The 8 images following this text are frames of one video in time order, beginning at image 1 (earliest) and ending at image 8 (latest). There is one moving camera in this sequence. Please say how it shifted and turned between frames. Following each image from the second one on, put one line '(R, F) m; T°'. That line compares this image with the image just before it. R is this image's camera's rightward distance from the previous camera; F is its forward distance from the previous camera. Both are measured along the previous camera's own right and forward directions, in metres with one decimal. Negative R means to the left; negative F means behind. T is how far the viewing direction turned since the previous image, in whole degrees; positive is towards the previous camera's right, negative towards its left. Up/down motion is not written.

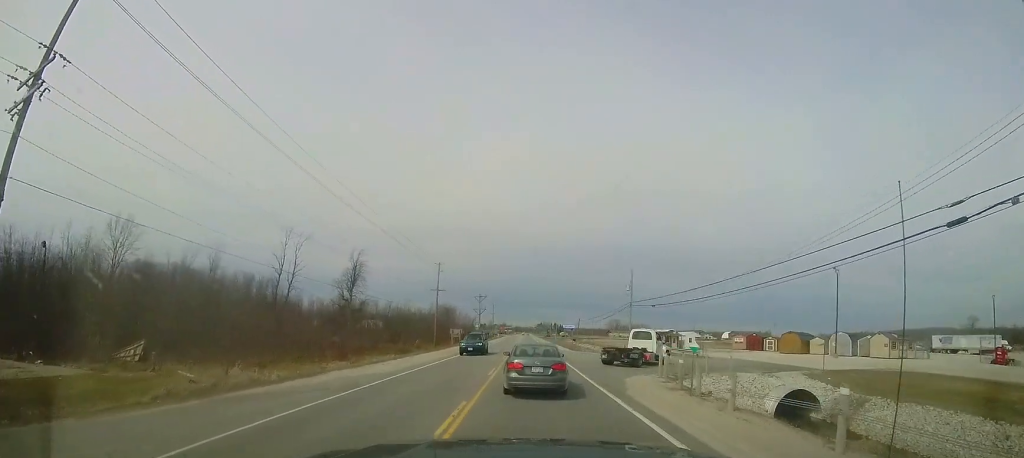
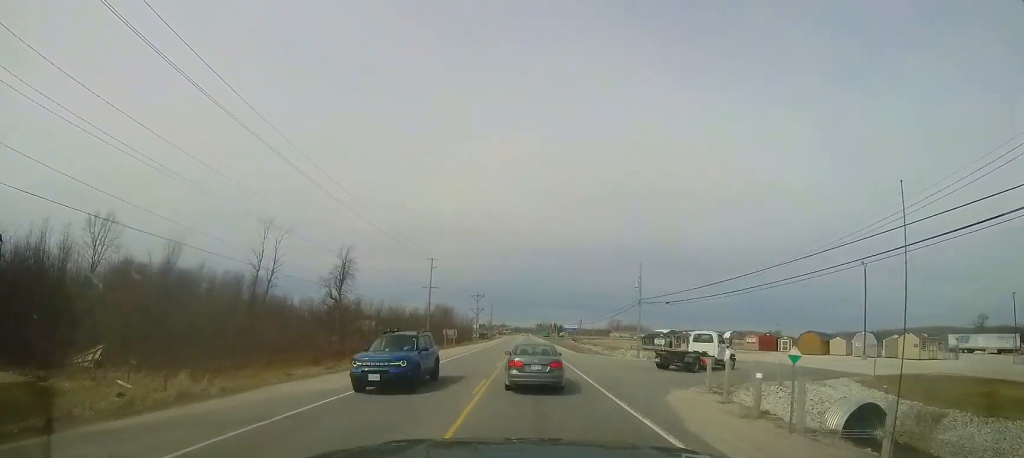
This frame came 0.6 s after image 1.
(+0.1, +4.4) m; 0°
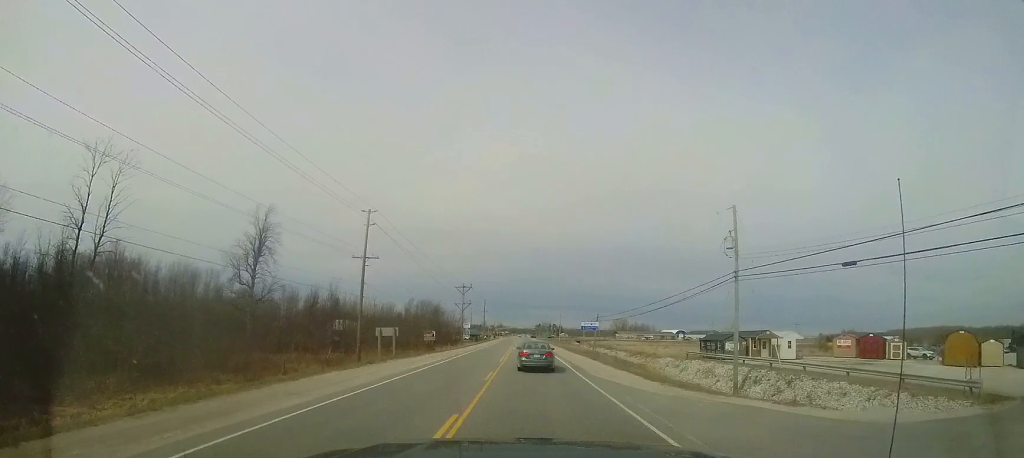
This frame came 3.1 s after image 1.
(+0.1, +21.3) m; +1°
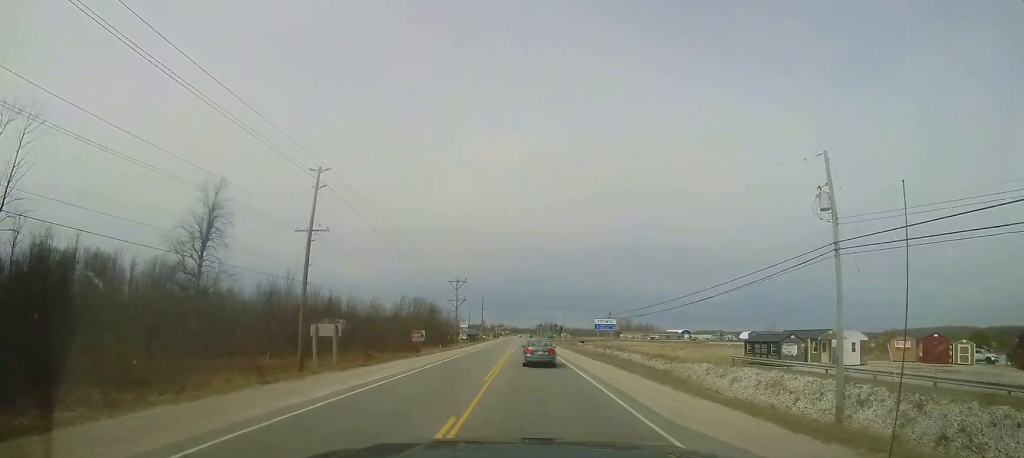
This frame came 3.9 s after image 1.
(+0.1, +8.9) m; 0°
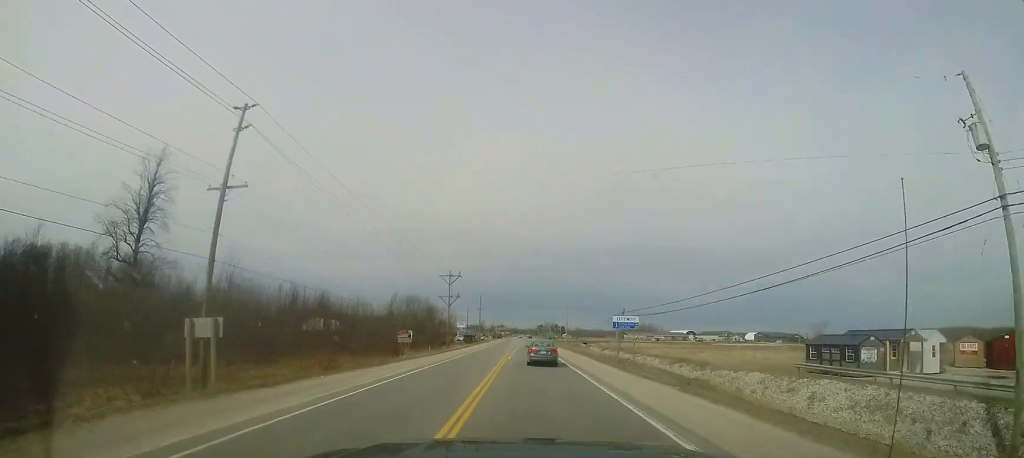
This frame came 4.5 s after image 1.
(-0.1, +8.1) m; 0°
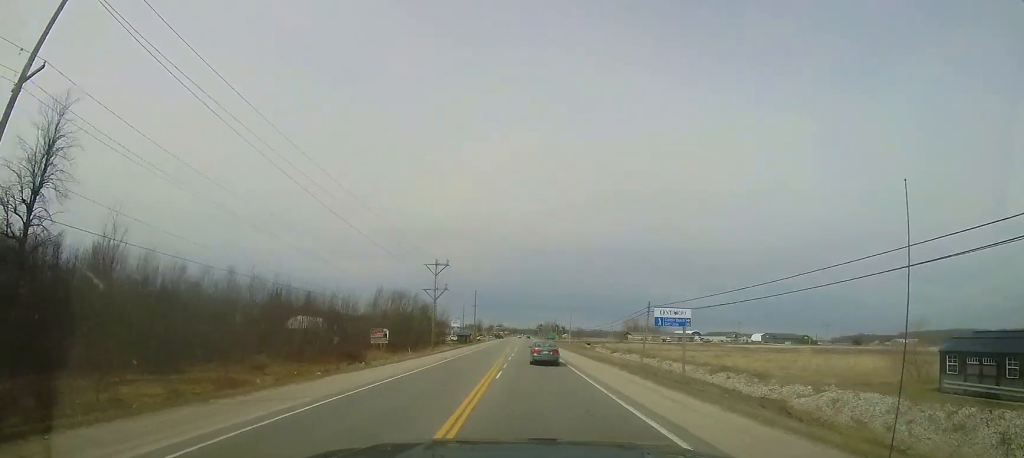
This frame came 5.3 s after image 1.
(-0.1, +10.6) m; 0°
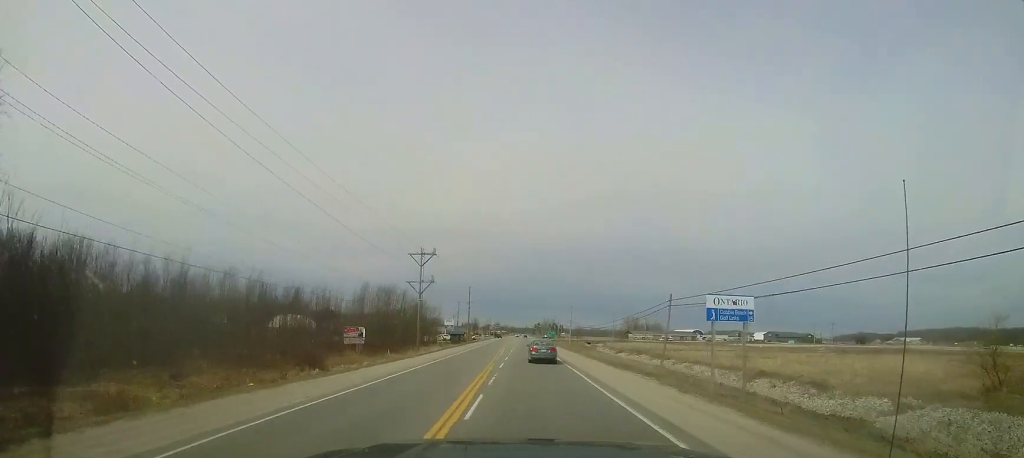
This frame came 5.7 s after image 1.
(+0.1, +7.0) m; 0°
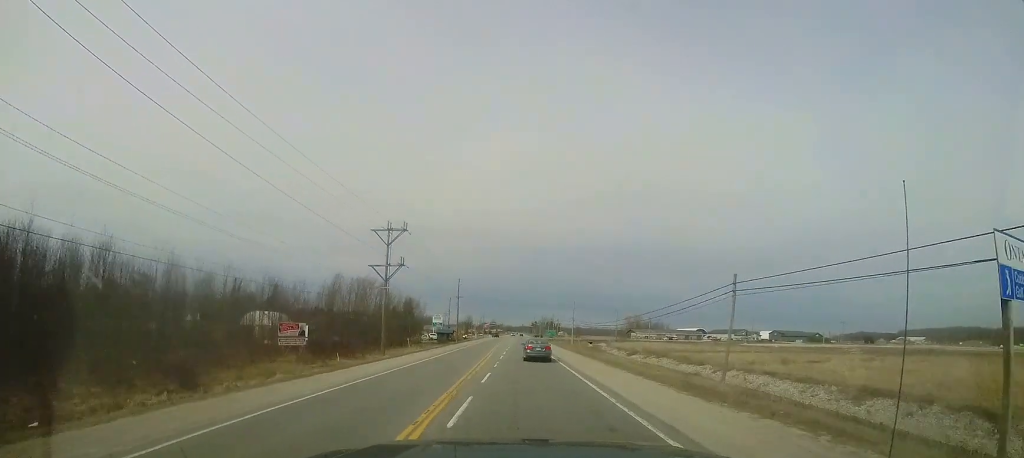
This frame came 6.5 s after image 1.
(+0.1, +12.0) m; +1°
